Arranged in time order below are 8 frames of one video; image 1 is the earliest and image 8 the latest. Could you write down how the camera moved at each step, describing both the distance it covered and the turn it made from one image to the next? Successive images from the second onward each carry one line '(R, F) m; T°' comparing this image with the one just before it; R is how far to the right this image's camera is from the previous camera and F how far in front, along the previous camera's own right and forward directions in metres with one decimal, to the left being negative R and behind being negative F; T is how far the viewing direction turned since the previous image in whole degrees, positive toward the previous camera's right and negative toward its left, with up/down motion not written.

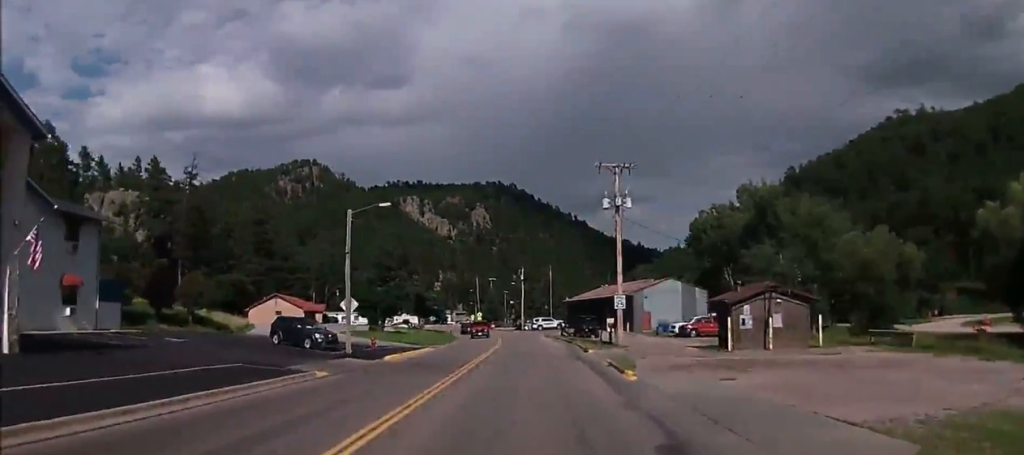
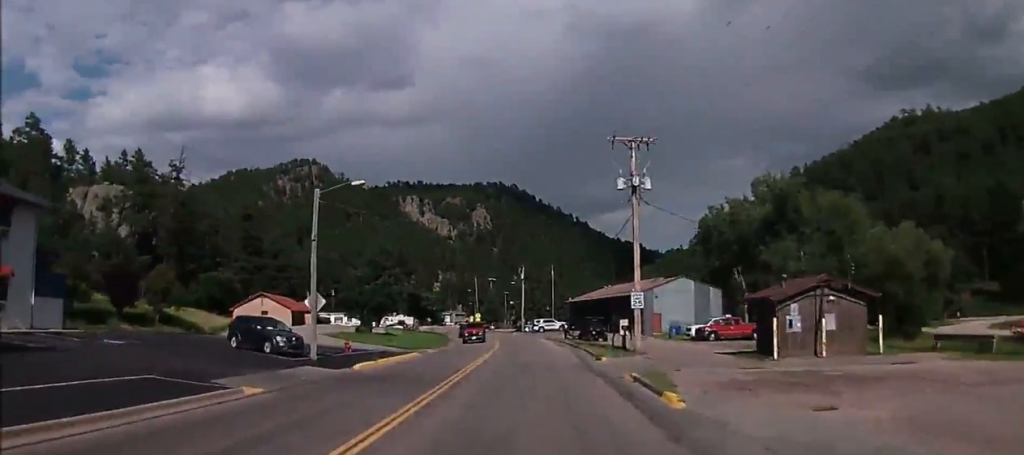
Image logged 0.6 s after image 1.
(-0.3, +5.9) m; 0°
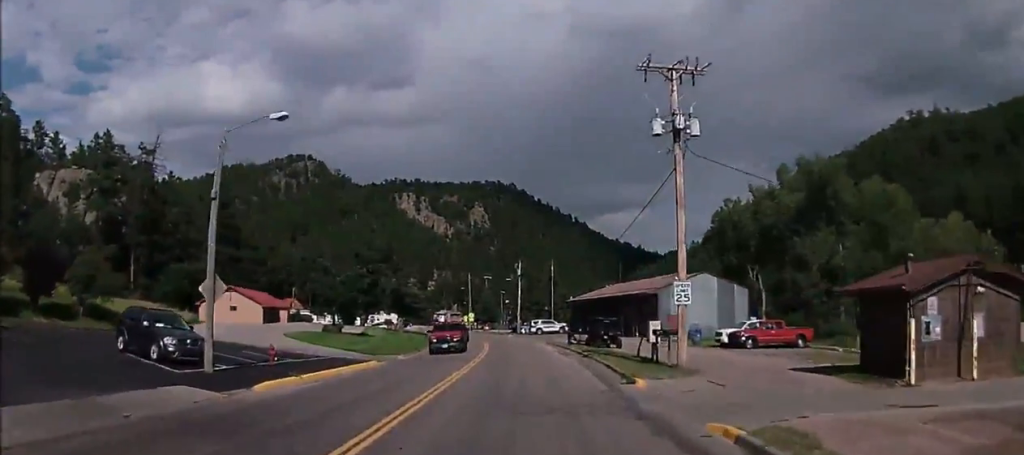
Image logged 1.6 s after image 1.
(+0.5, +10.2) m; 0°
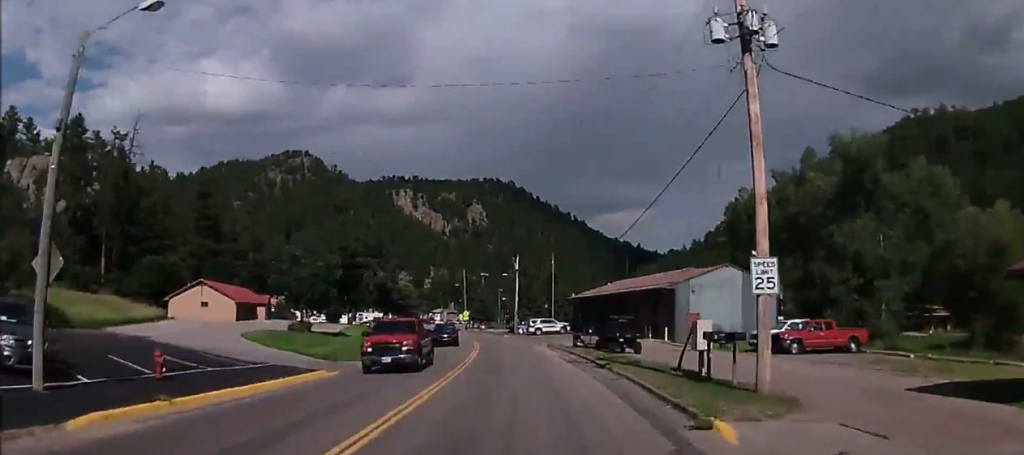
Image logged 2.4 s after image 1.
(-0.5, +8.1) m; 0°
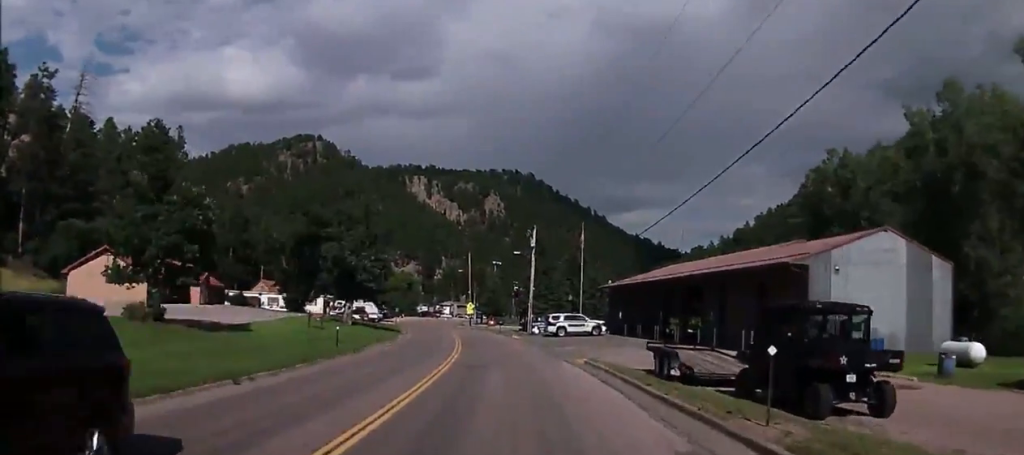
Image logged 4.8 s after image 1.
(0.0, +23.5) m; -1°
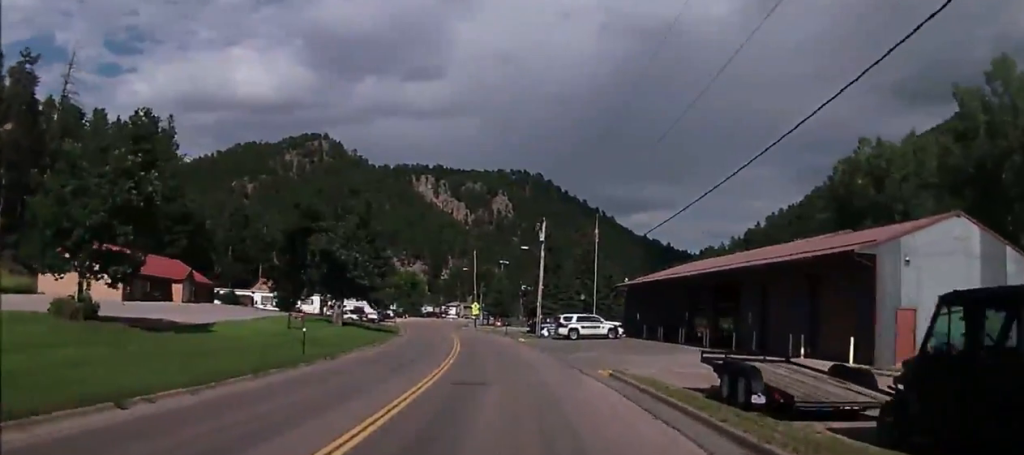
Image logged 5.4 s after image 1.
(+0.3, +5.7) m; 0°
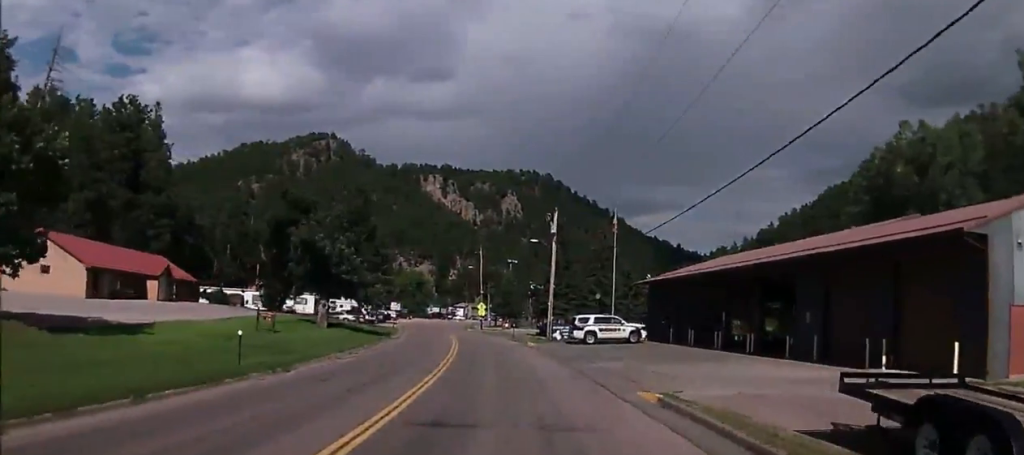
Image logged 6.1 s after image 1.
(-0.2, +6.6) m; -2°
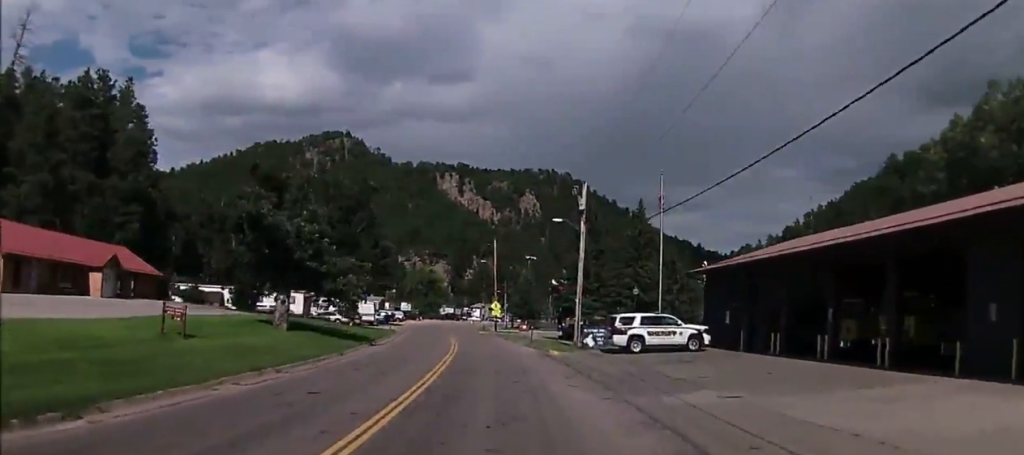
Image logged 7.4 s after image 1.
(-0.3, +11.8) m; +1°
